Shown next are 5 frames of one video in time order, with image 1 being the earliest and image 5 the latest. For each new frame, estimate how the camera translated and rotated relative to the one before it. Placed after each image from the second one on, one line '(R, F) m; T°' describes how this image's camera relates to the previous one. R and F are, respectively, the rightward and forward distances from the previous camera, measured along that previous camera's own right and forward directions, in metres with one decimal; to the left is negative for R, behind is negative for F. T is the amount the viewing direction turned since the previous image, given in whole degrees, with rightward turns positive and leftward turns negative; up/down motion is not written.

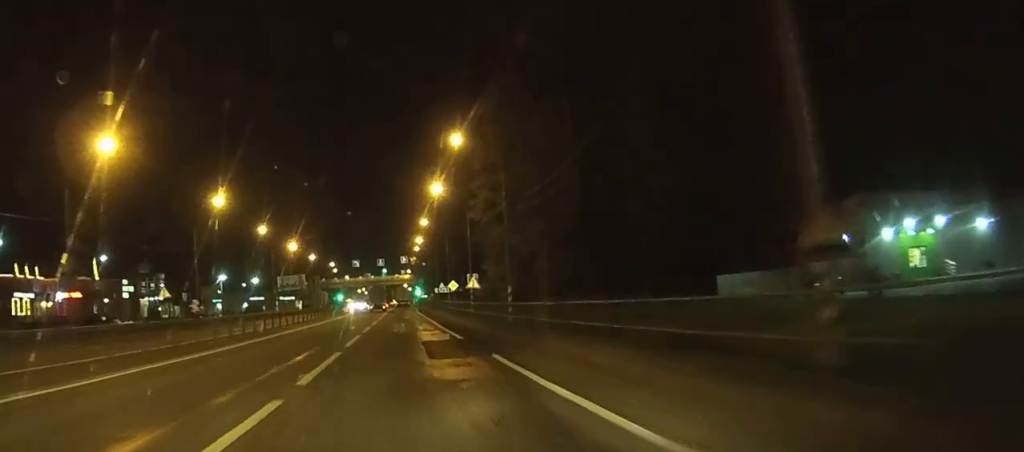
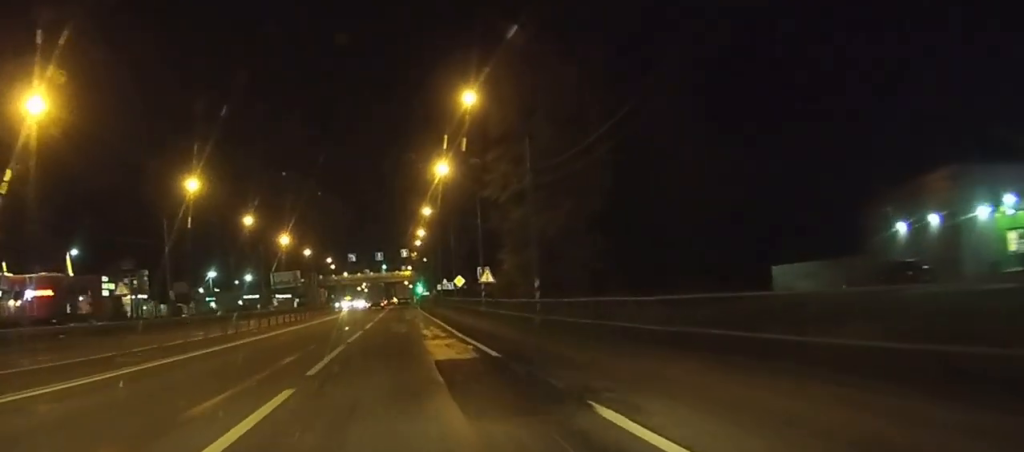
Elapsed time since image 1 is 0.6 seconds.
(0.0, +10.6) m; 0°
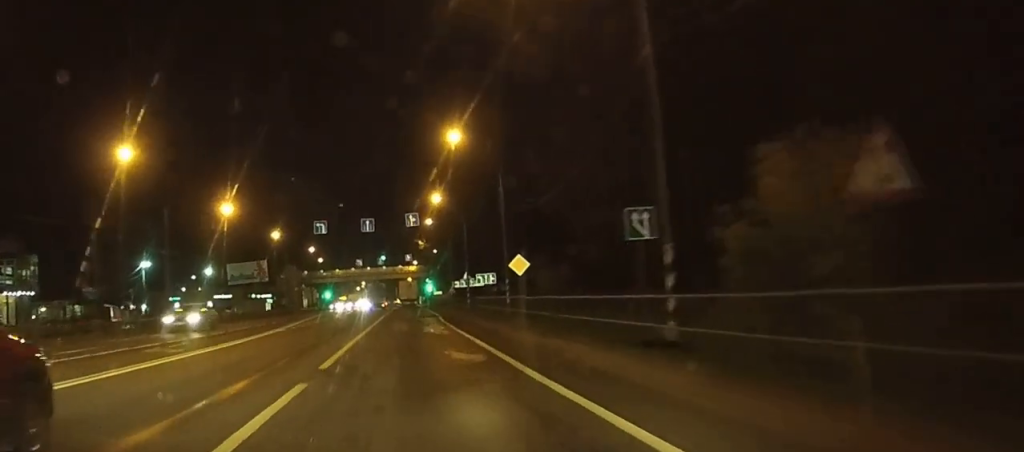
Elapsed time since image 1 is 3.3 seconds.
(-0.1, +47.6) m; +1°
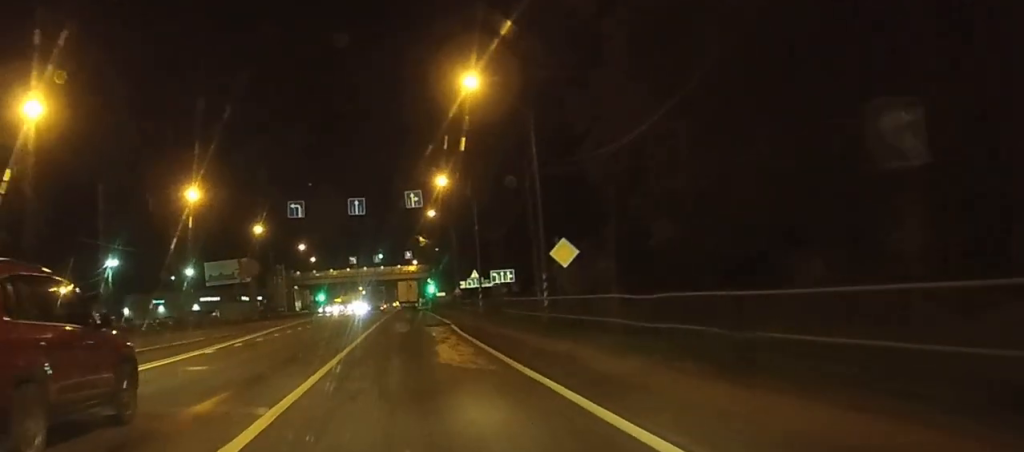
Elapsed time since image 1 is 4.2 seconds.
(+0.1, +14.4) m; 0°
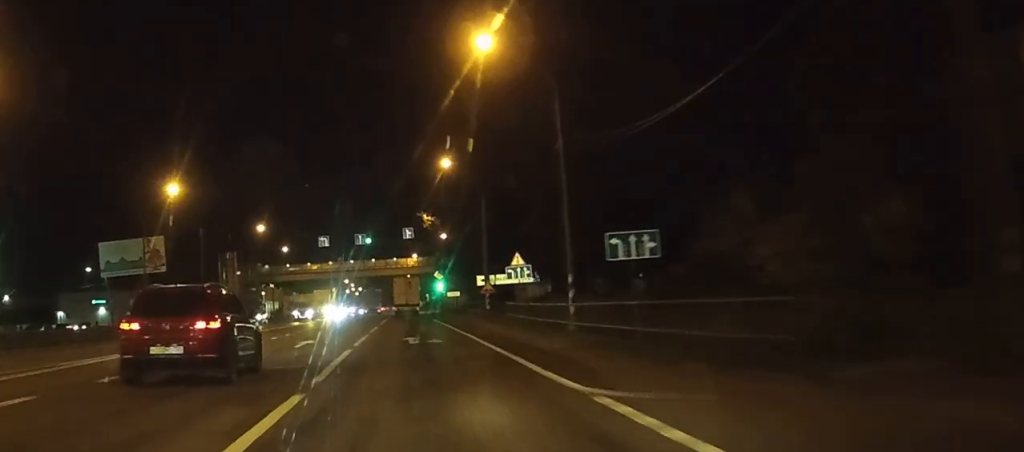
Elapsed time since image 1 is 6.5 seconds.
(-0.1, +40.2) m; 0°
